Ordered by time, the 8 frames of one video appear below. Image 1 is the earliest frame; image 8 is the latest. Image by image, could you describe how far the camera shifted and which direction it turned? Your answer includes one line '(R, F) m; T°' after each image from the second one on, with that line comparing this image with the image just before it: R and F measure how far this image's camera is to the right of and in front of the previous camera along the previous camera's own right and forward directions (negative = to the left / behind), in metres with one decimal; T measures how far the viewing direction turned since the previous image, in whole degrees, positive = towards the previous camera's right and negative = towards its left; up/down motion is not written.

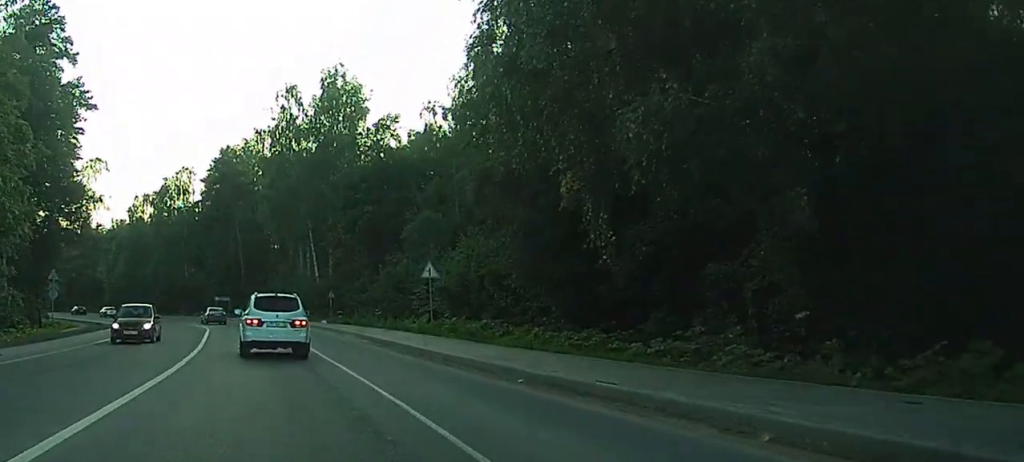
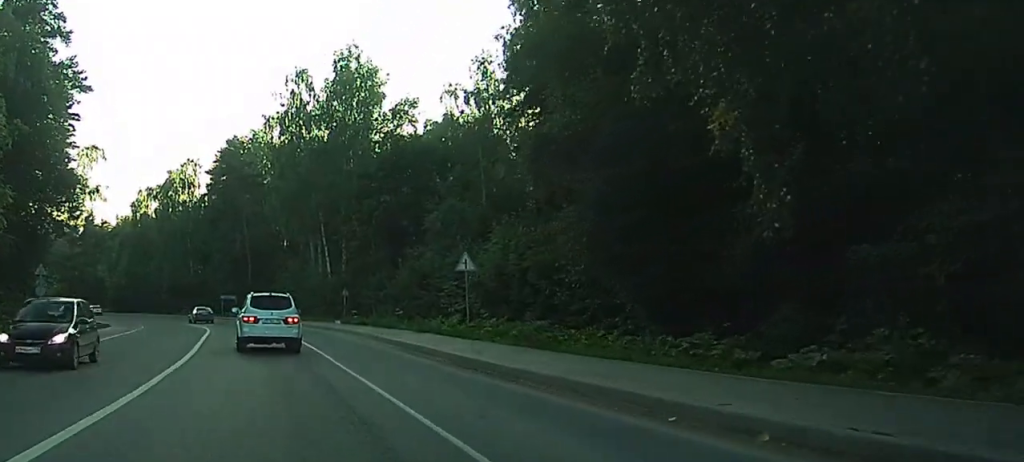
(-0.2, +5.5) m; -1°
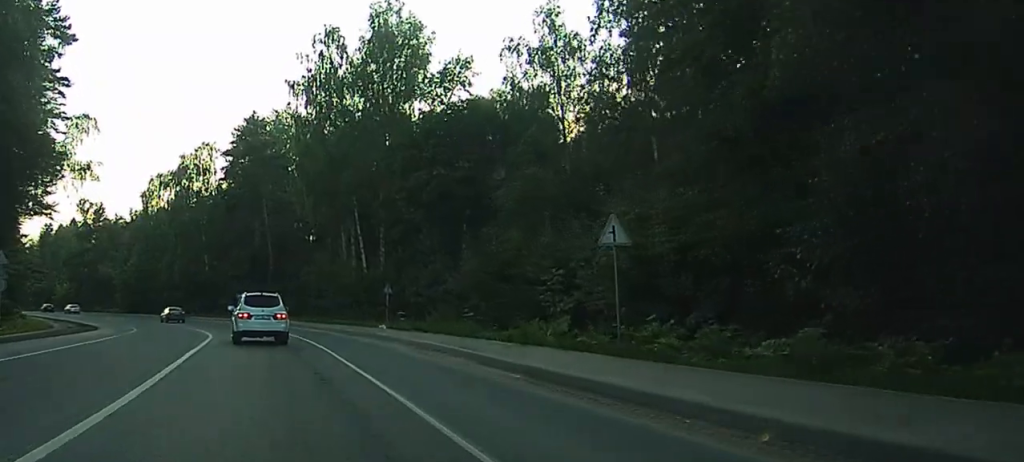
(-0.1, +11.9) m; -1°
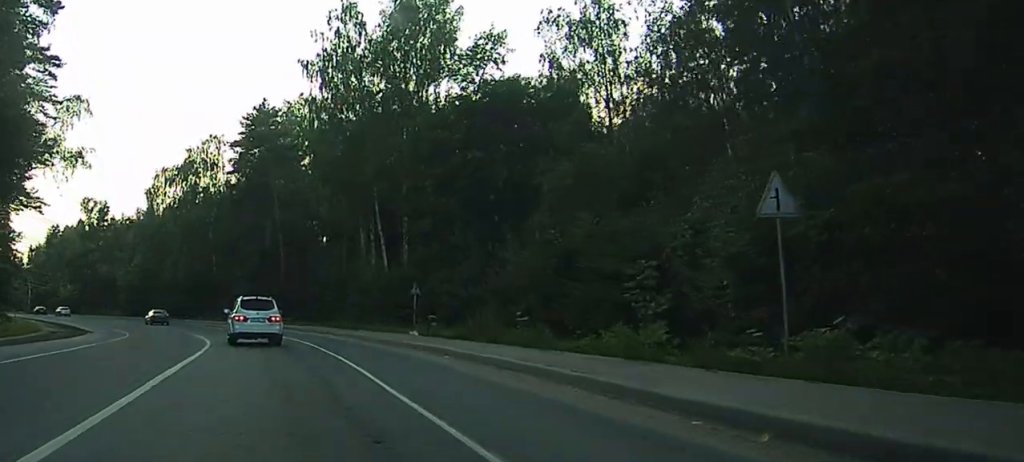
(0.0, +6.3) m; 0°
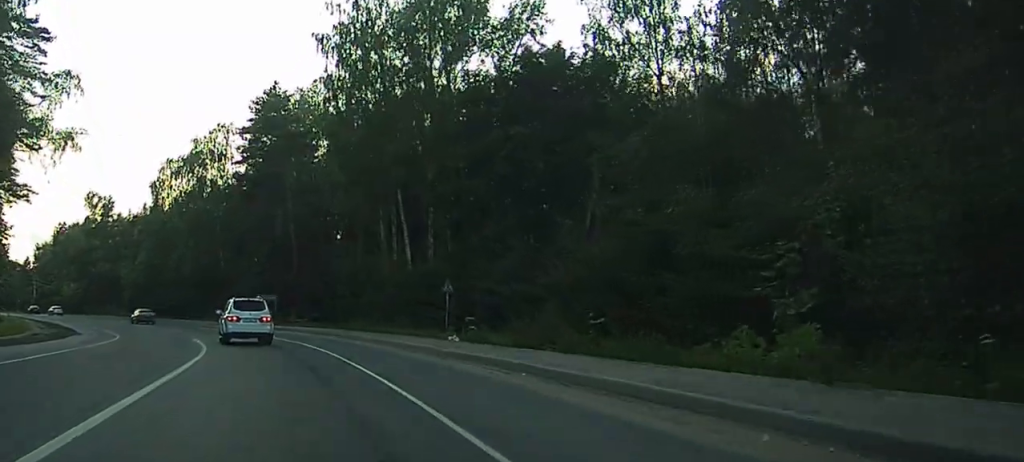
(0.0, +5.8) m; 0°
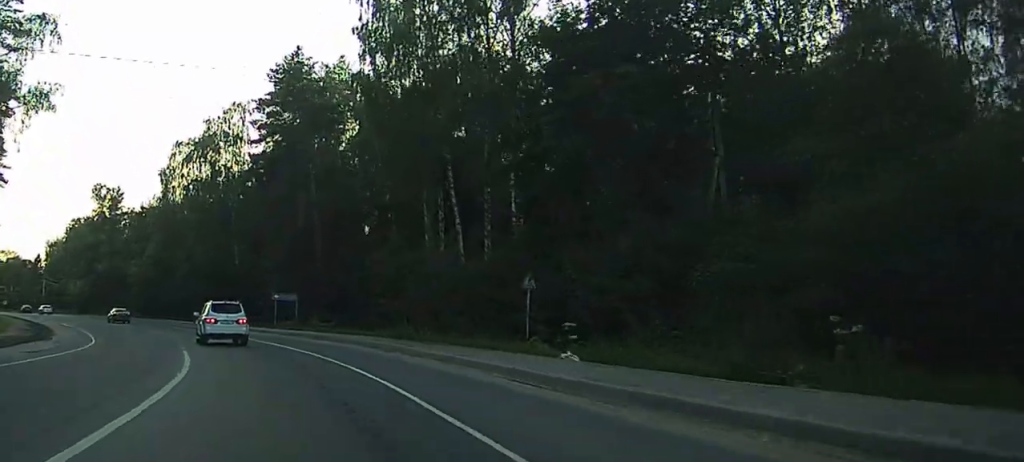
(0.0, +10.1) m; 0°
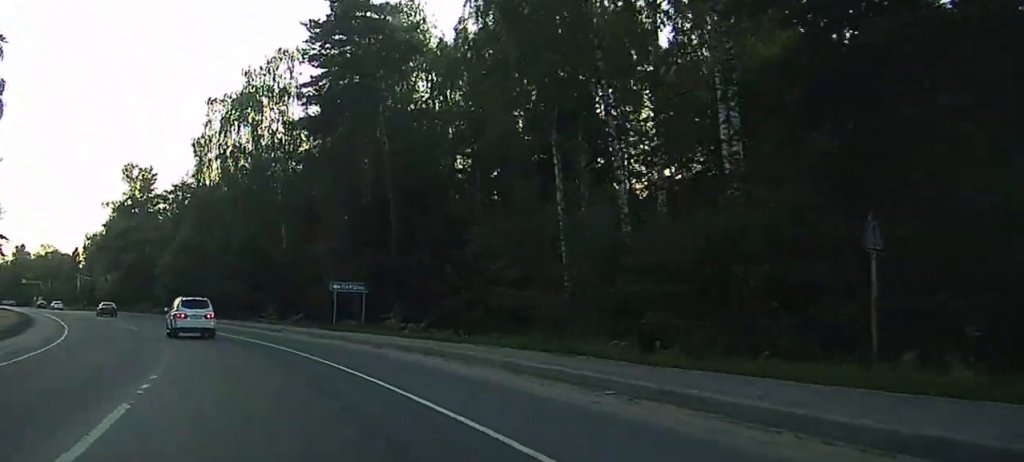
(-0.2, +16.4) m; -3°
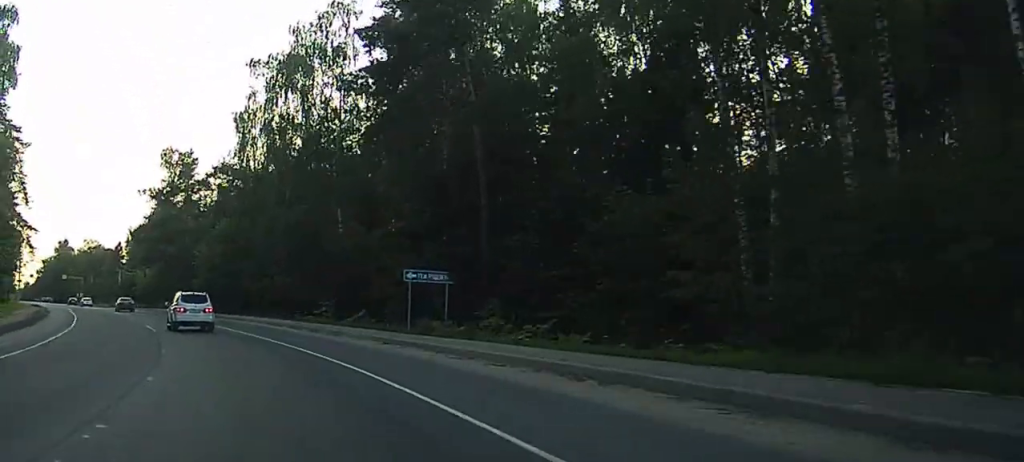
(-0.3, +10.1) m; -2°
